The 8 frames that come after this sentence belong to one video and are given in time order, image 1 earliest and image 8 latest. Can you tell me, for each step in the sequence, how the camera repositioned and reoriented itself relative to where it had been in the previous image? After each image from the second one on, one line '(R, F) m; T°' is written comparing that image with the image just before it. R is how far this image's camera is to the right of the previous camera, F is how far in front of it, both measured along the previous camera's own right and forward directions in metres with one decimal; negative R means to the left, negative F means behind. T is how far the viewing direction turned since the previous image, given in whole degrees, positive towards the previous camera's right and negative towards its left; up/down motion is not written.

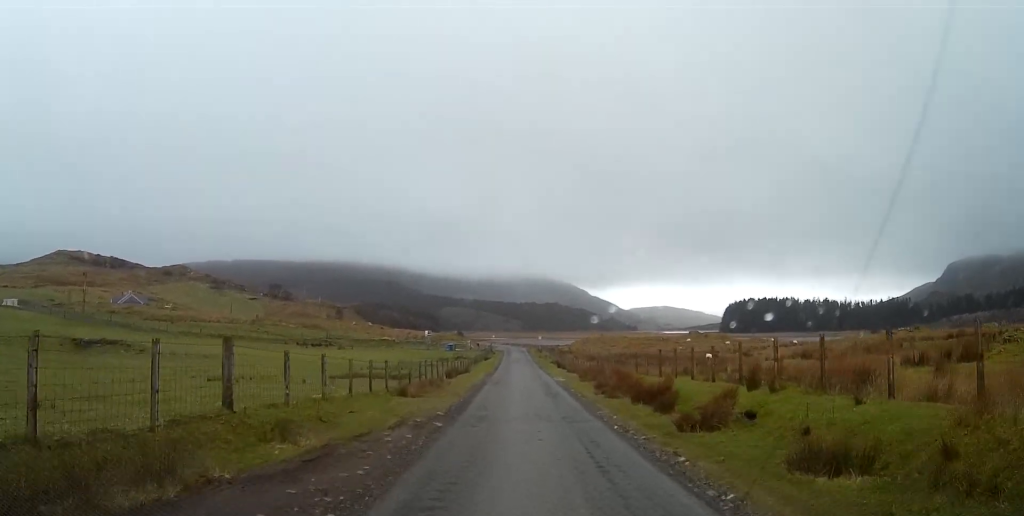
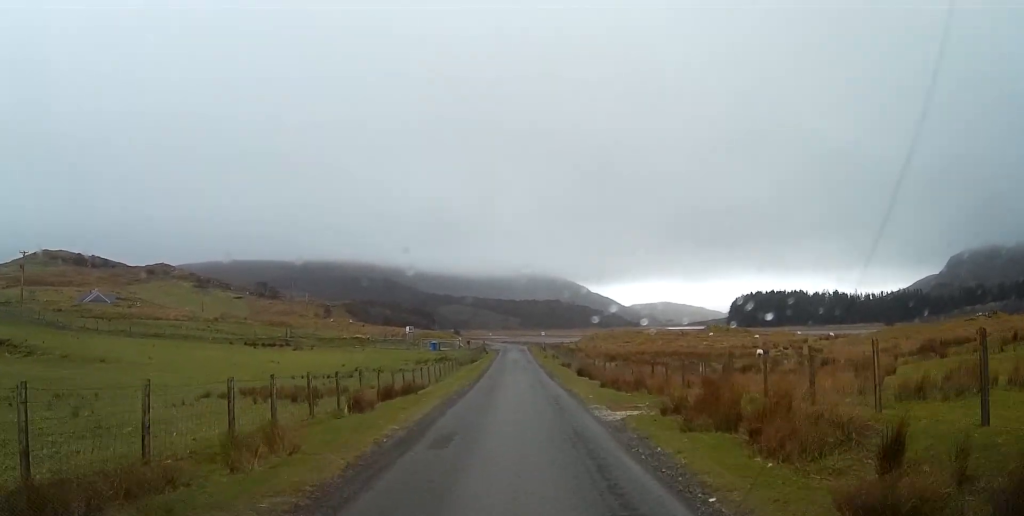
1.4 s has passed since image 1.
(+0.2, +19.4) m; 0°
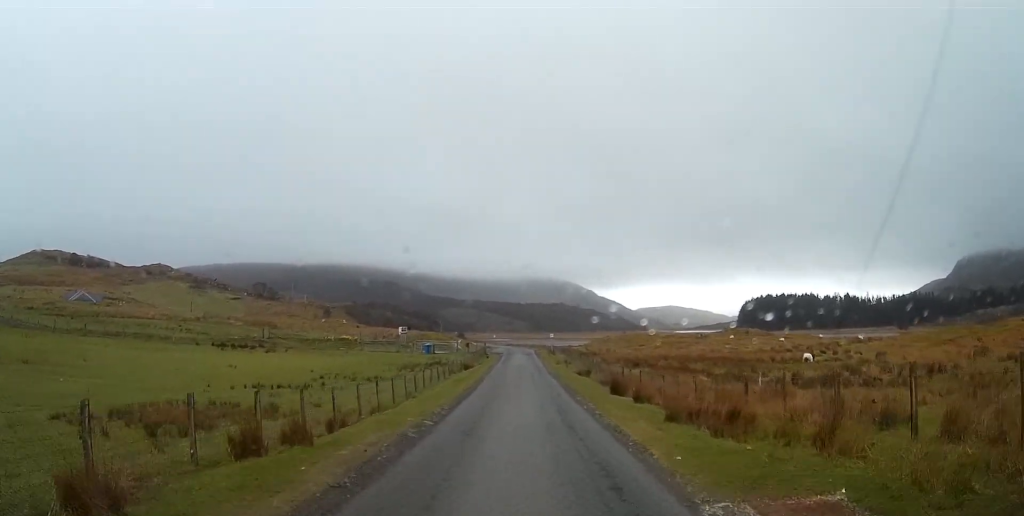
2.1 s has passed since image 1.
(0.0, +10.6) m; 0°
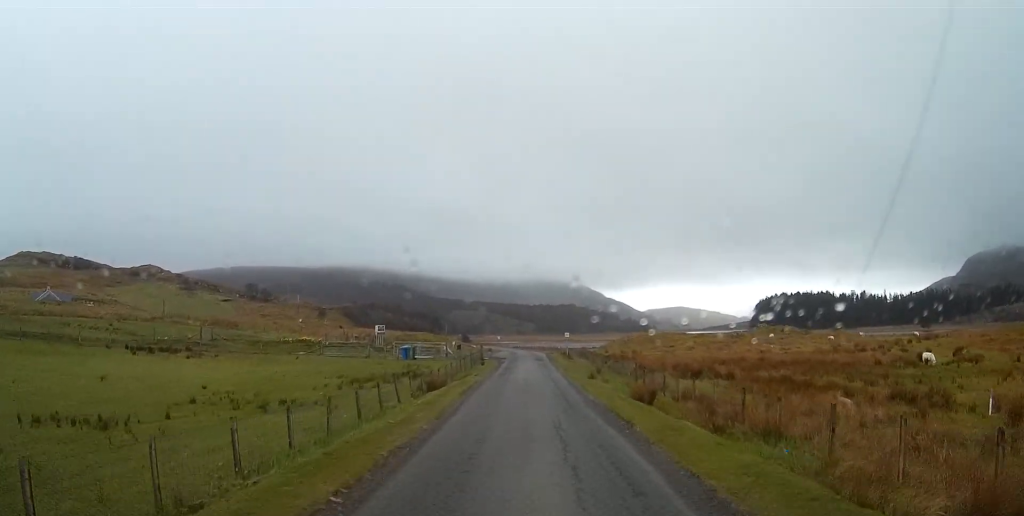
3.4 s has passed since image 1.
(-0.1, +18.6) m; -1°
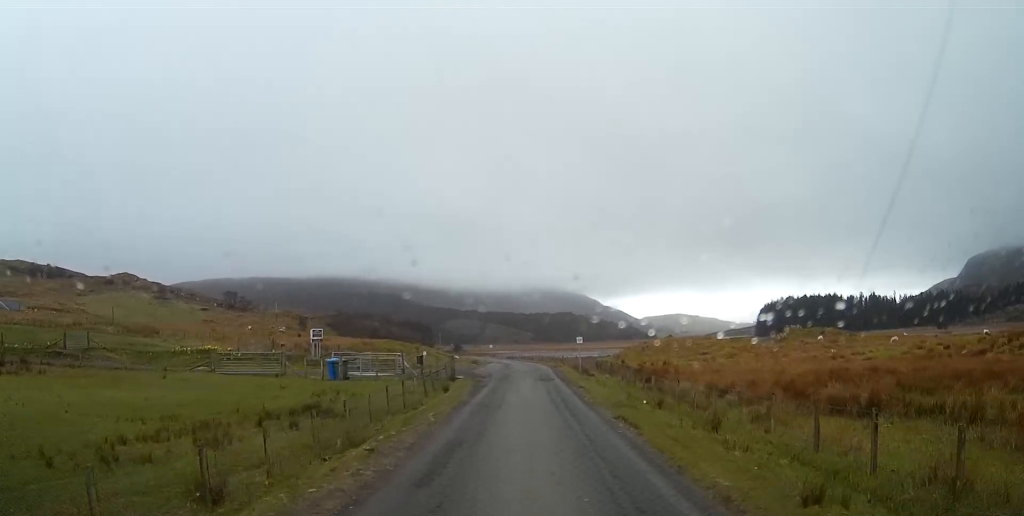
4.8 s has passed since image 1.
(-0.1, +21.6) m; 0°
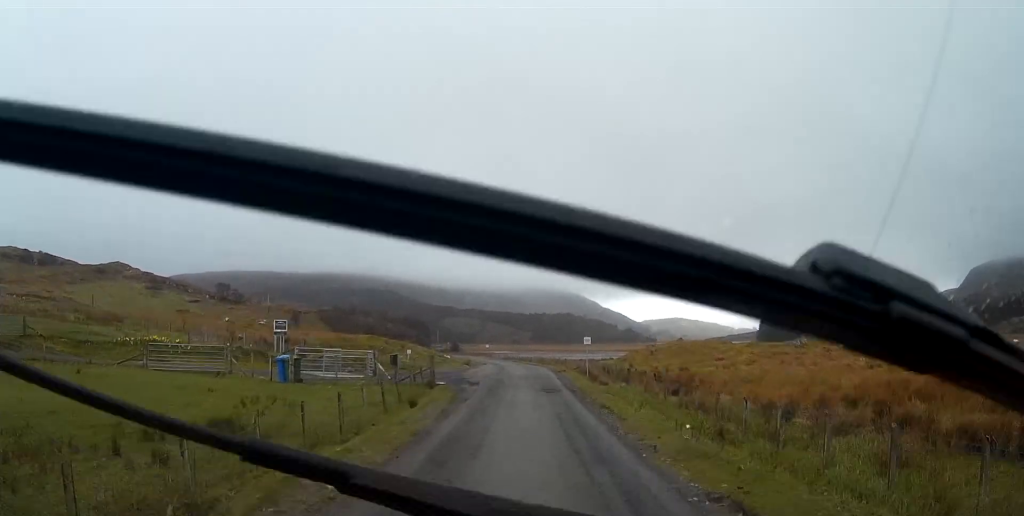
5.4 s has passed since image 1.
(0.0, +7.7) m; 0°
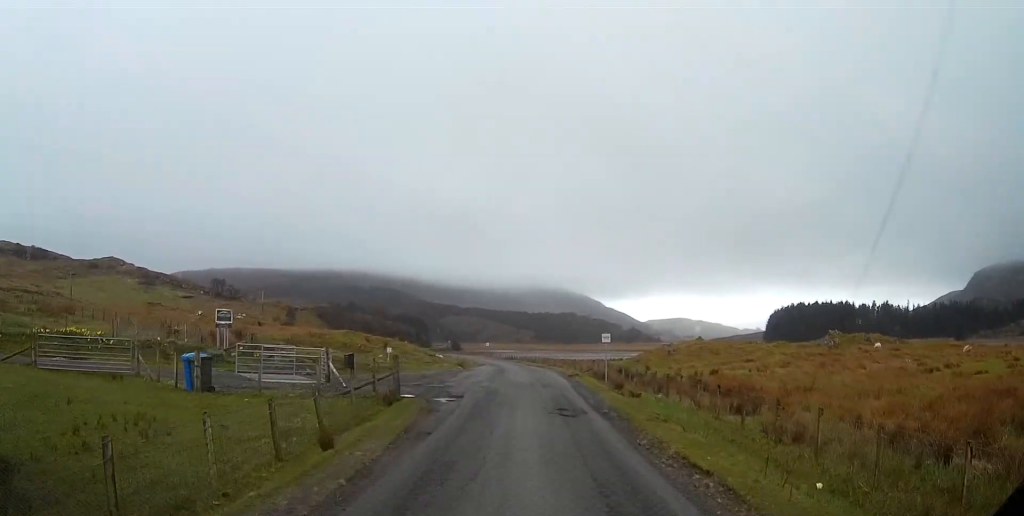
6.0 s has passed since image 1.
(0.0, +9.1) m; 0°
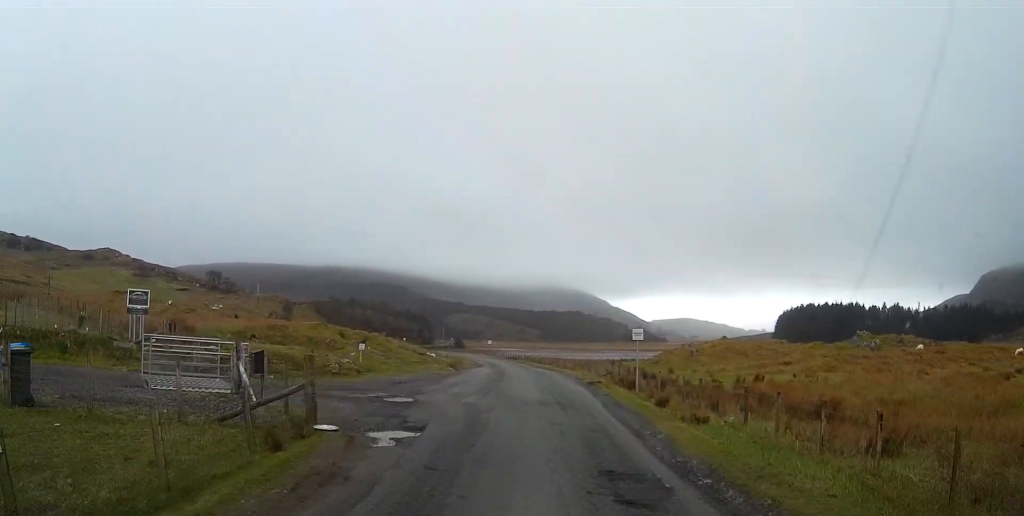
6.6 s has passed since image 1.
(0.0, +9.0) m; 0°
